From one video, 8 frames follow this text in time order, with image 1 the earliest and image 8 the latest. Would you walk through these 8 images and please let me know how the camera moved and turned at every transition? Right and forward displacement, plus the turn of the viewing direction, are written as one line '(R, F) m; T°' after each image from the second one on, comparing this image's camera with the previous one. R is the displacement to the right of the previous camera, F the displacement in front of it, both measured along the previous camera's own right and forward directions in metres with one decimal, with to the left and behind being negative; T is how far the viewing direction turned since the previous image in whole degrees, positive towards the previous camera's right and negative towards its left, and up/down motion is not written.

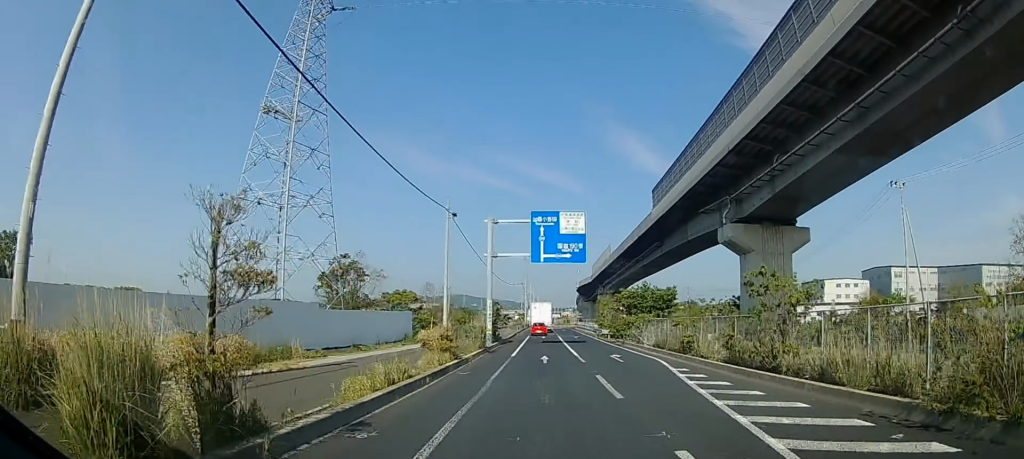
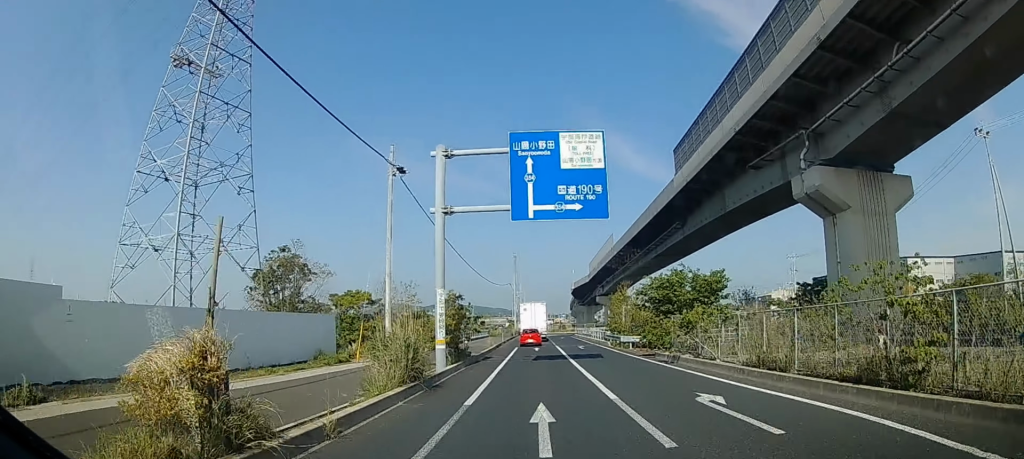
(0.0, +16.4) m; 0°
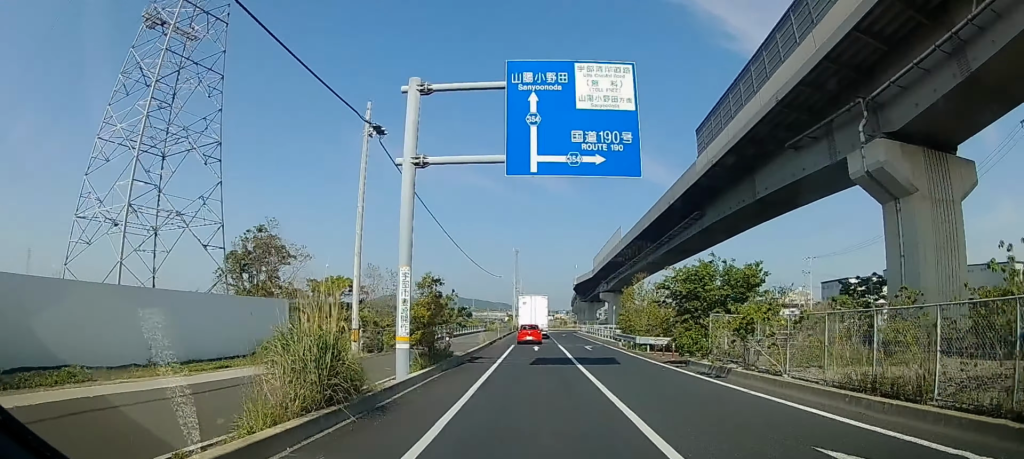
(0.0, +6.5) m; 0°
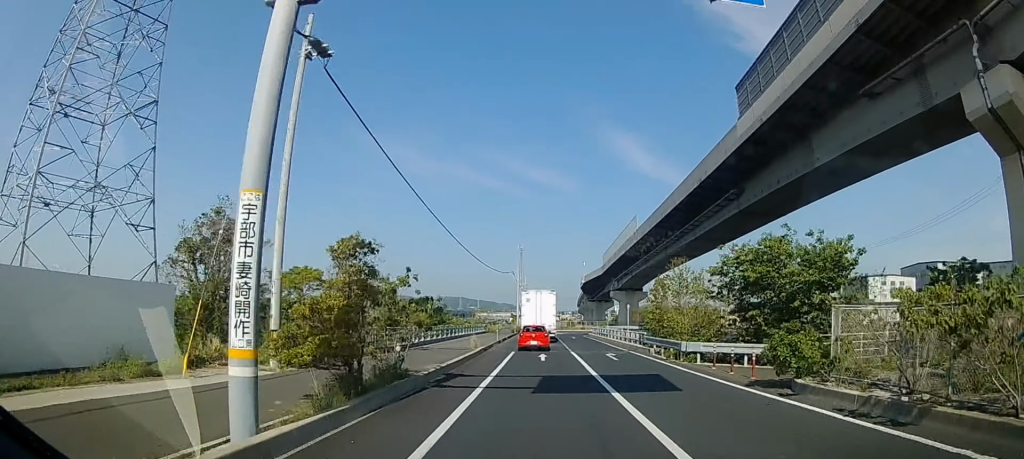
(0.0, +9.6) m; 0°
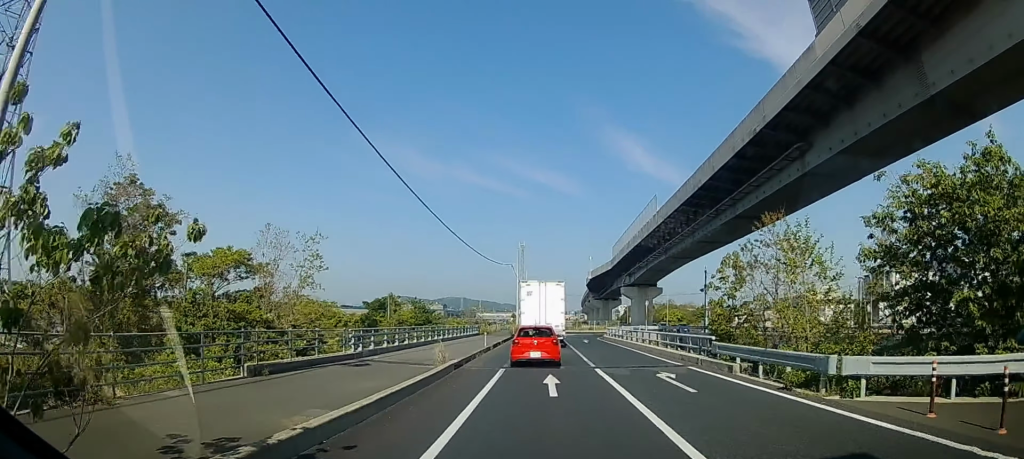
(+0.2, +15.2) m; +2°
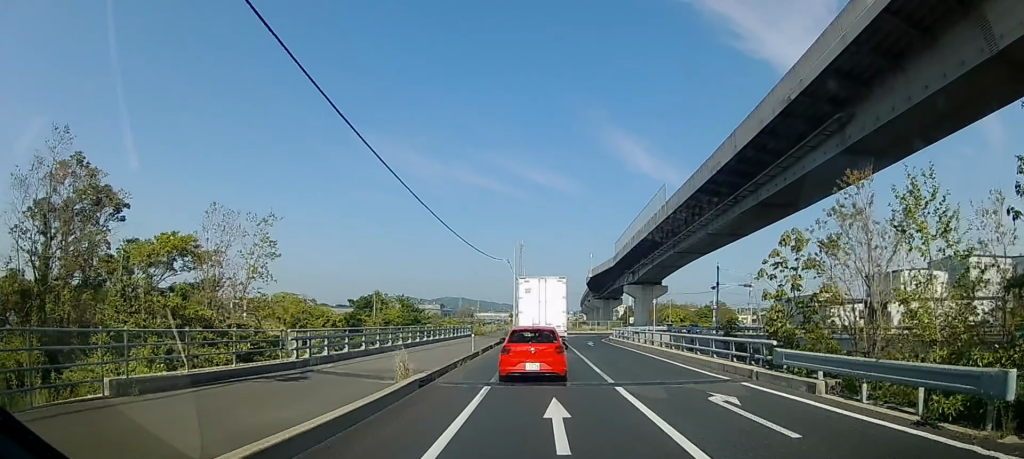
(+0.2, +6.8) m; +1°
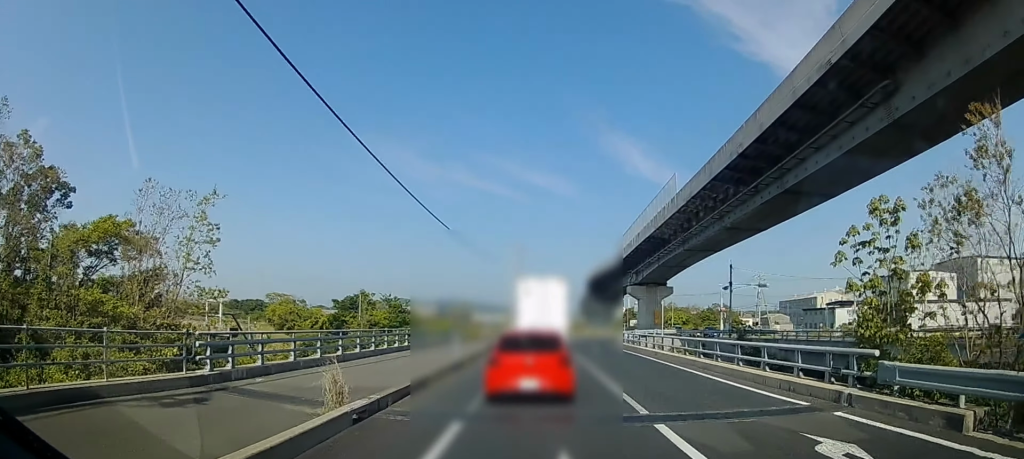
(-0.1, +6.1) m; -2°
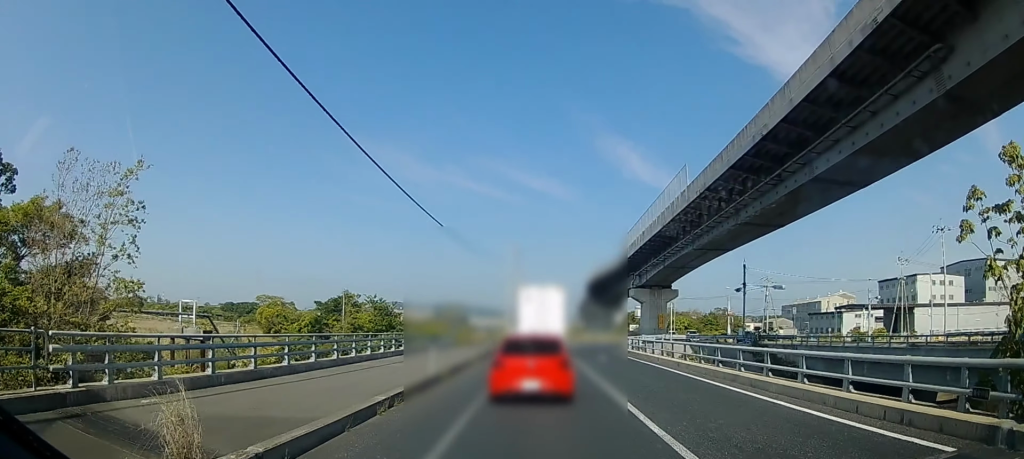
(-0.1, +5.2) m; -1°
